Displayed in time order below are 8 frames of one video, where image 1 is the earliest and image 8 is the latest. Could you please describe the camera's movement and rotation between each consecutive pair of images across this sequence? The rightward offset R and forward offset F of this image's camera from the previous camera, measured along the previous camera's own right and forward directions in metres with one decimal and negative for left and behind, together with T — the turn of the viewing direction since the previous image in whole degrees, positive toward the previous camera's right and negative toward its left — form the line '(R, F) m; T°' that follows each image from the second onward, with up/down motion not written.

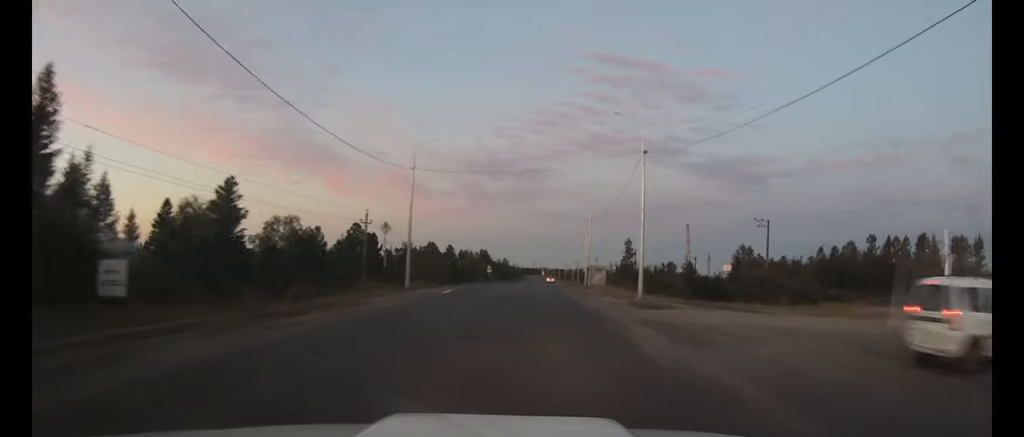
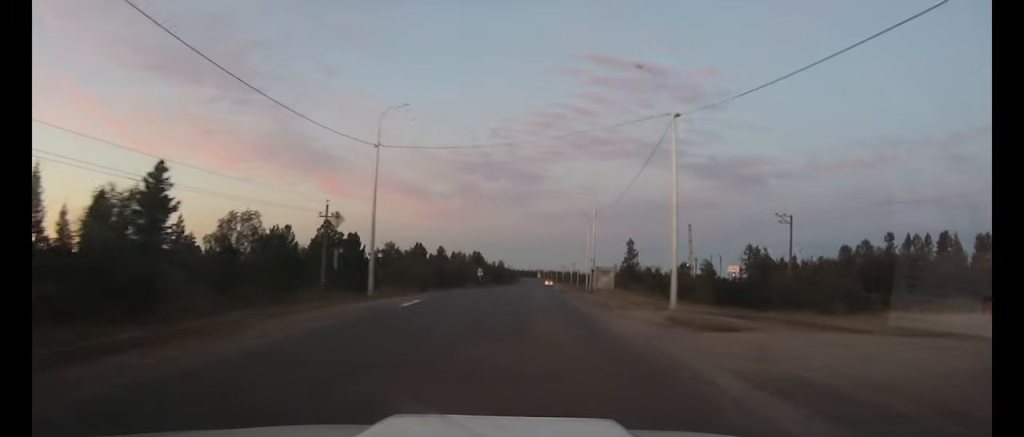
(0.0, +9.2) m; 0°
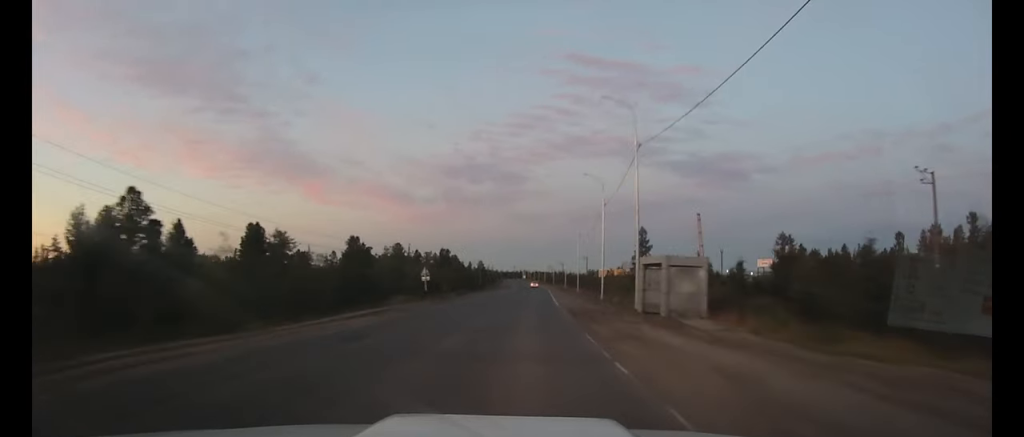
(+0.5, +33.4) m; +2°
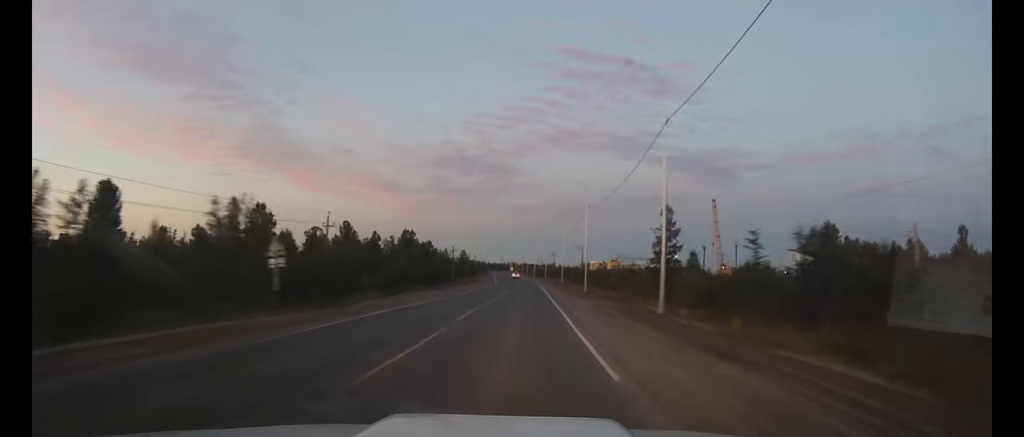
(+0.2, +28.0) m; +1°
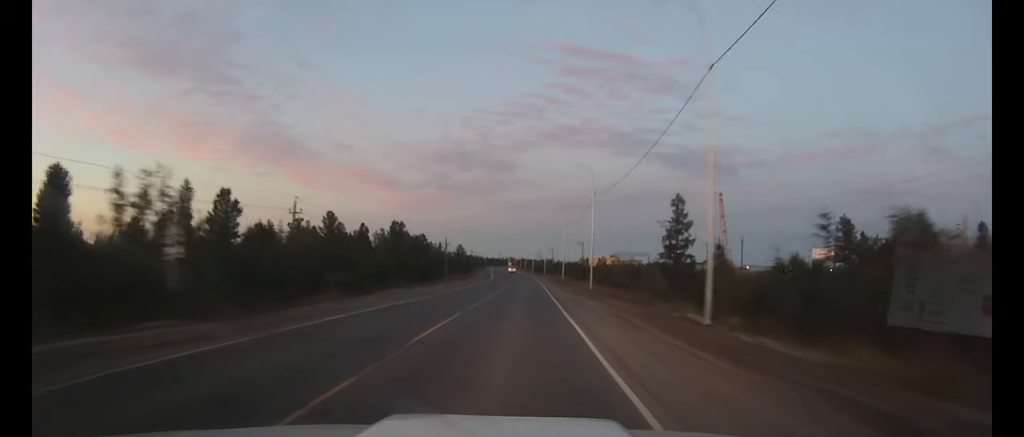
(0.0, +7.1) m; 0°
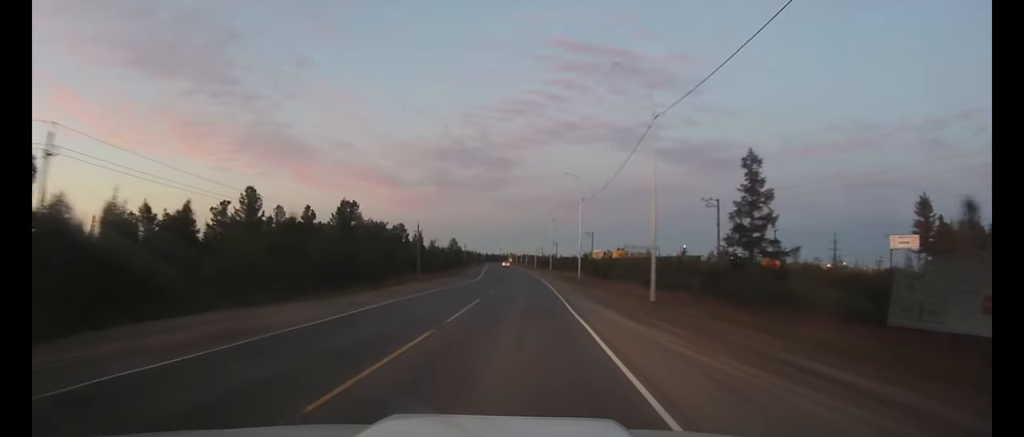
(0.0, +26.2) m; 0°
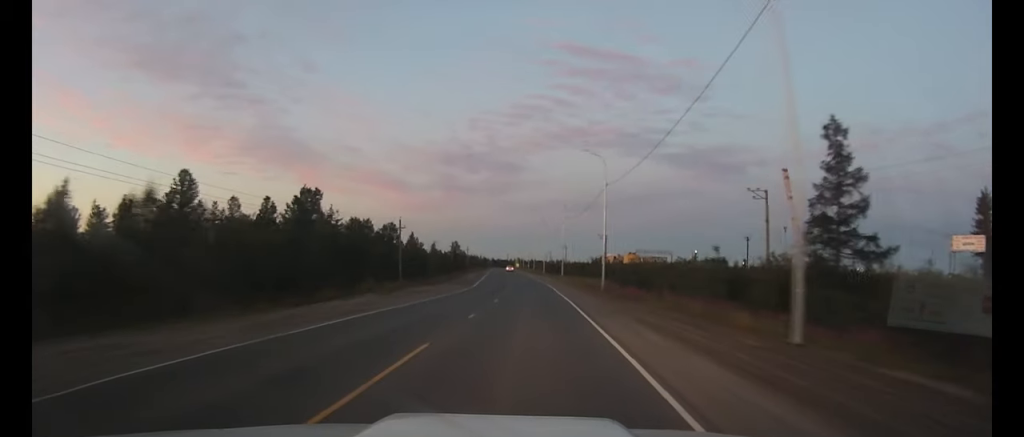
(-0.1, +14.5) m; 0°
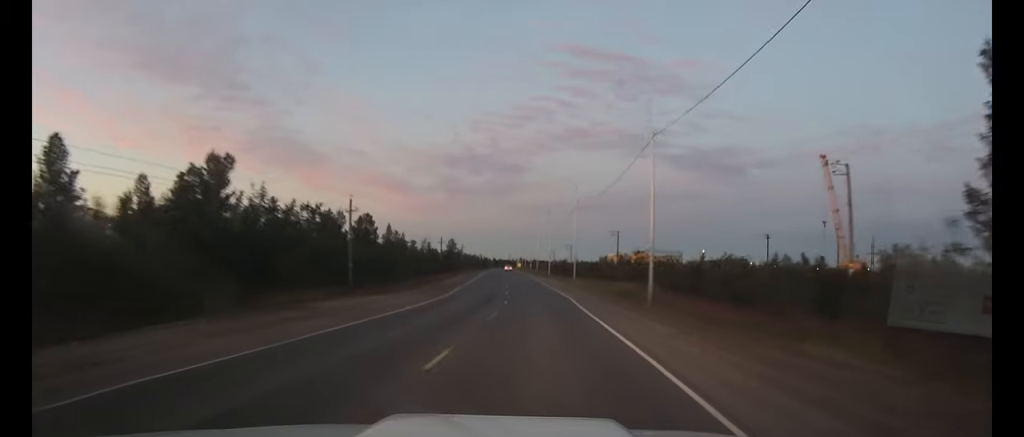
(0.0, +17.7) m; 0°
